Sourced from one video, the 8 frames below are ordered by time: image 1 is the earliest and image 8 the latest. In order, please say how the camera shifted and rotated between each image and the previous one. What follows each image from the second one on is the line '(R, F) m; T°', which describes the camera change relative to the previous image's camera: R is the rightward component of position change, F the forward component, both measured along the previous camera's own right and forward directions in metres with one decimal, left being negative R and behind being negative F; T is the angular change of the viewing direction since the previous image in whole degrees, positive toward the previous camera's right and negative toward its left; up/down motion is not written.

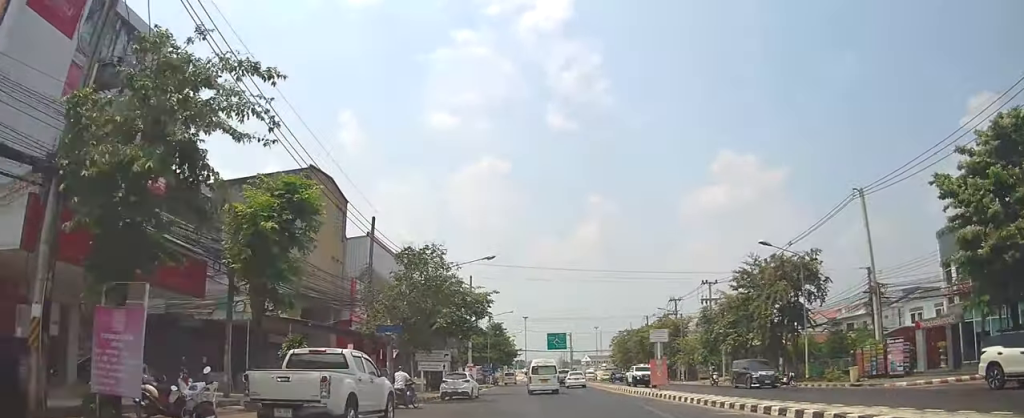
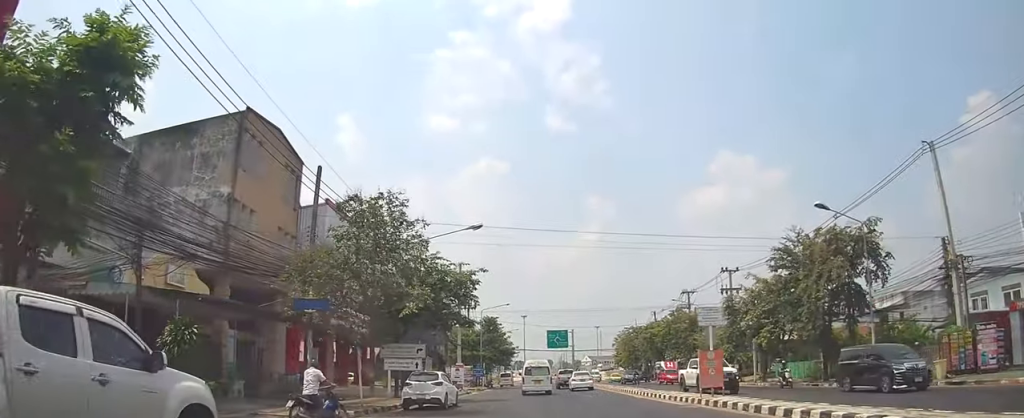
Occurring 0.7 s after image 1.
(+0.1, +8.1) m; 0°
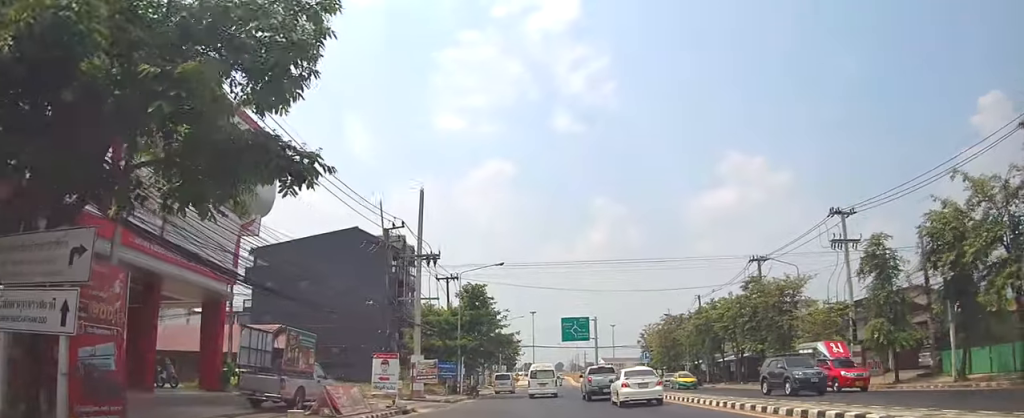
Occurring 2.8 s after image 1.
(-0.3, +23.3) m; +1°
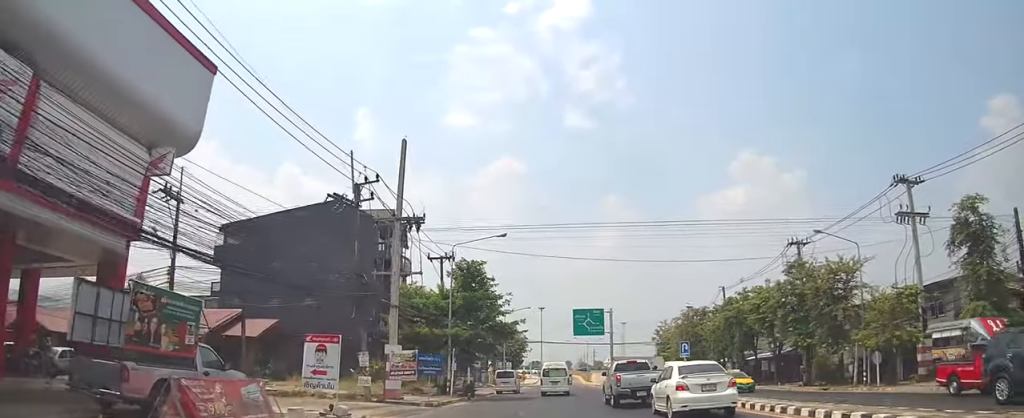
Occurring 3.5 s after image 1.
(+0.1, +7.3) m; +2°
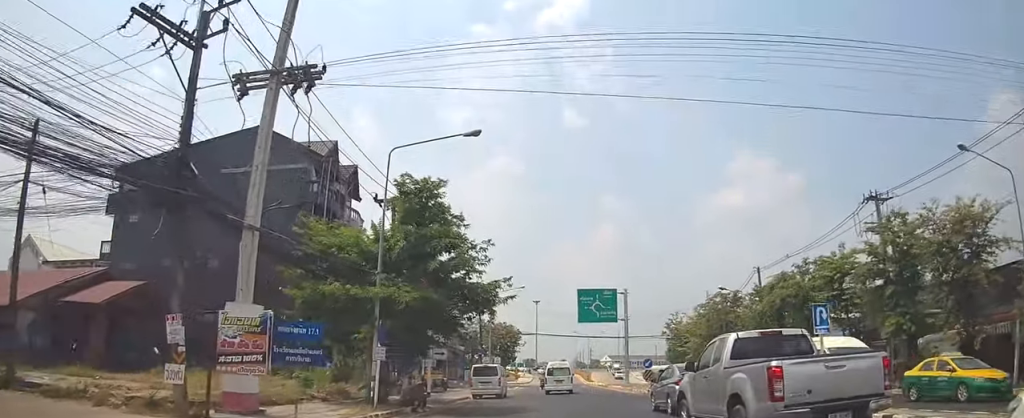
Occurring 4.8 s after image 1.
(+0.5, +13.6) m; +1°
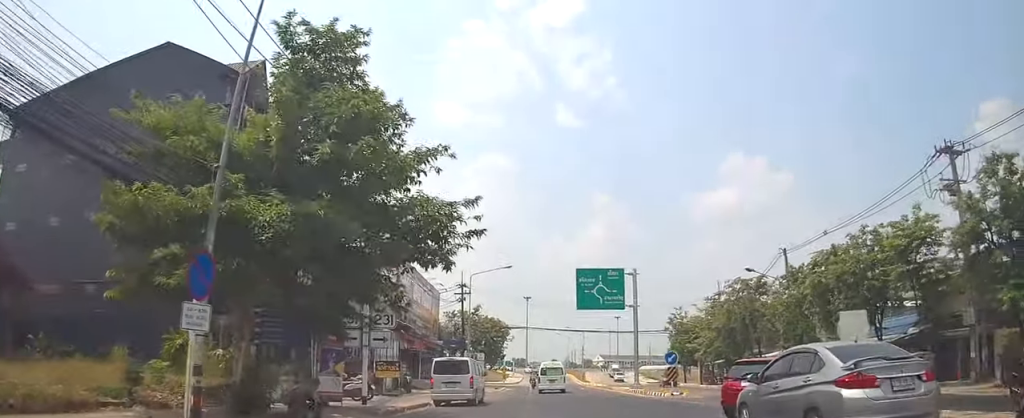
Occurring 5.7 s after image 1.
(-0.2, +9.3) m; 0°
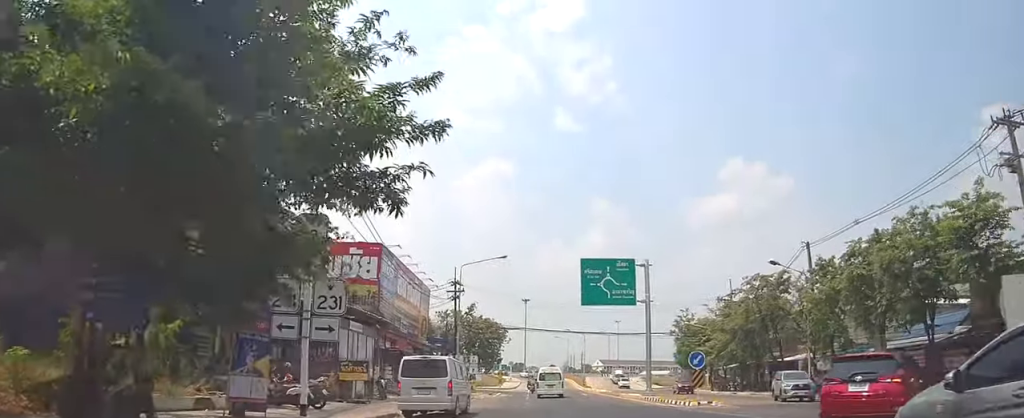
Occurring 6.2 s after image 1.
(-0.2, +5.1) m; 0°
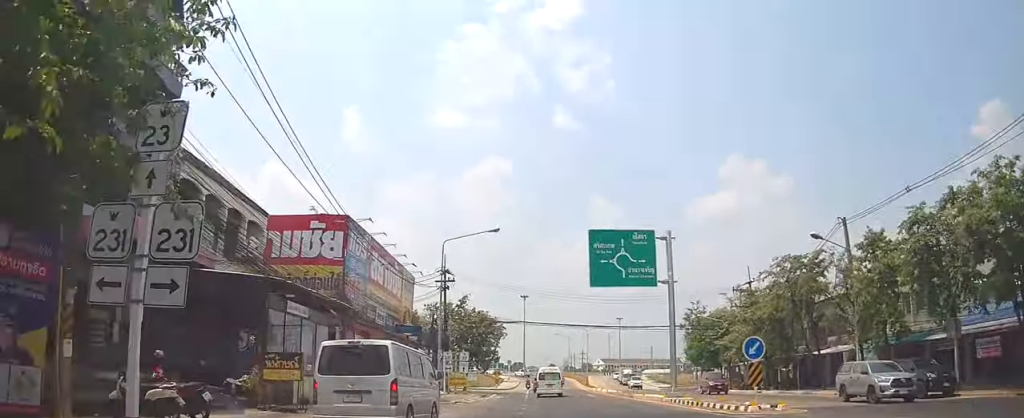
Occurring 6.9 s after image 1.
(+0.5, +6.8) m; 0°
